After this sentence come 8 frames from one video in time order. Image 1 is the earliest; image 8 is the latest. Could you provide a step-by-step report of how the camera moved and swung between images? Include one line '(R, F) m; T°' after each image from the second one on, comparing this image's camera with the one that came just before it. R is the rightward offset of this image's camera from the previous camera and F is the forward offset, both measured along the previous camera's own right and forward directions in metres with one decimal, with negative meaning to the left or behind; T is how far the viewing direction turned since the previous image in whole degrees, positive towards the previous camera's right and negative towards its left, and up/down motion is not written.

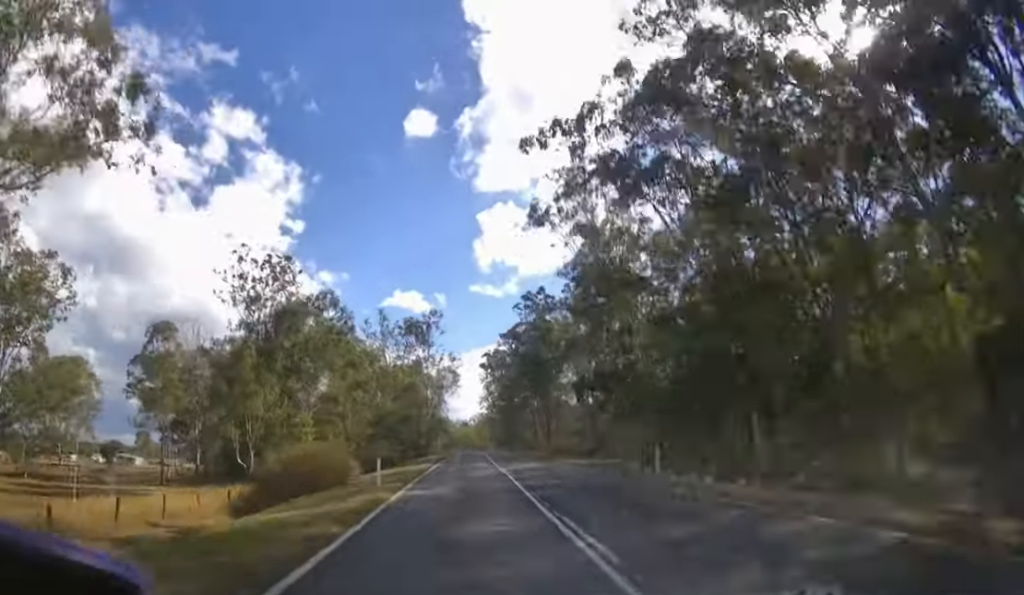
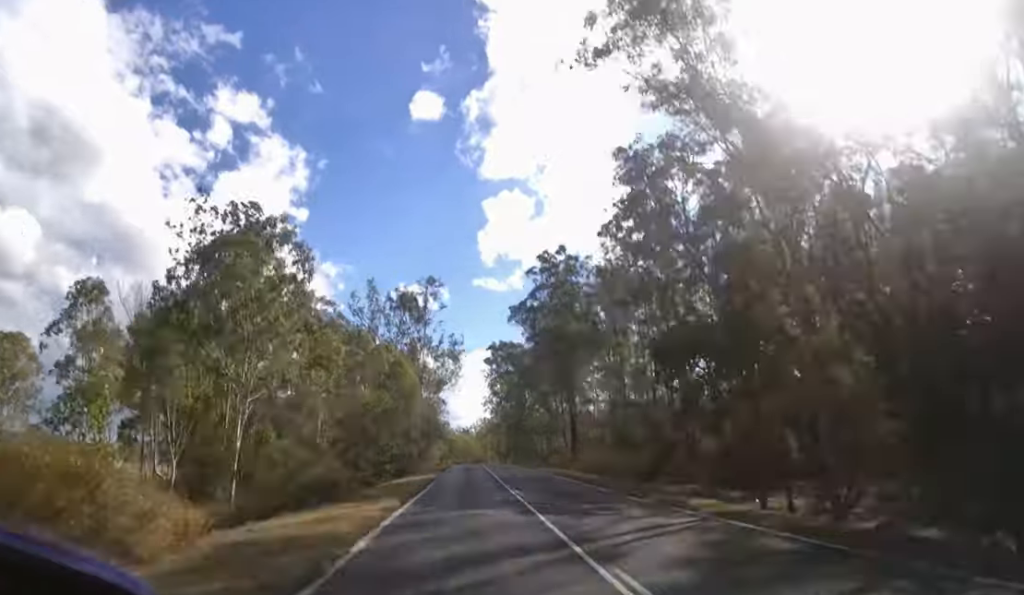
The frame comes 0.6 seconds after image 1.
(0.0, +17.3) m; 0°
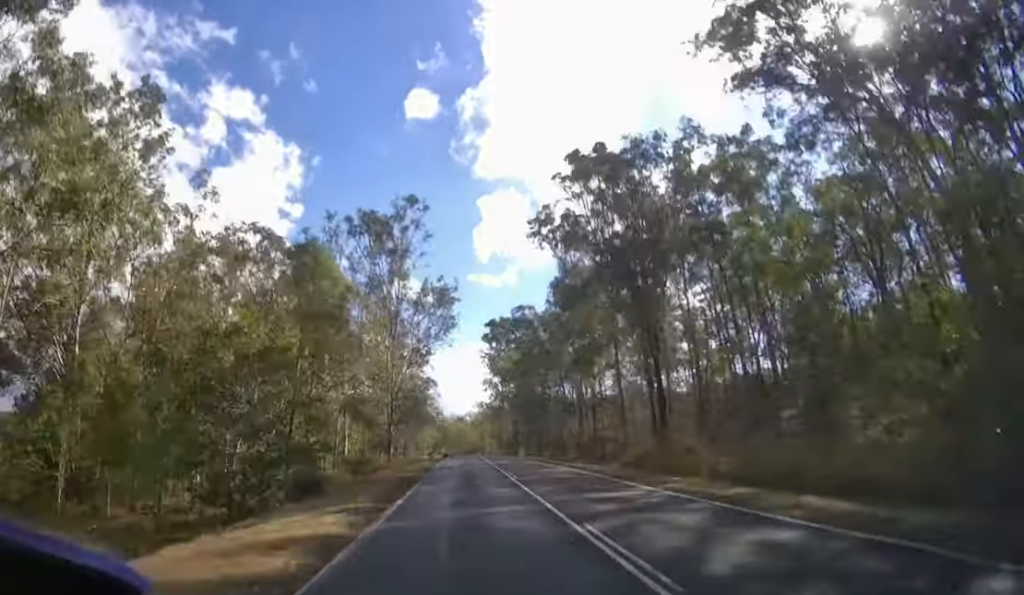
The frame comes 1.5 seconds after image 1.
(0.0, +24.6) m; 0°
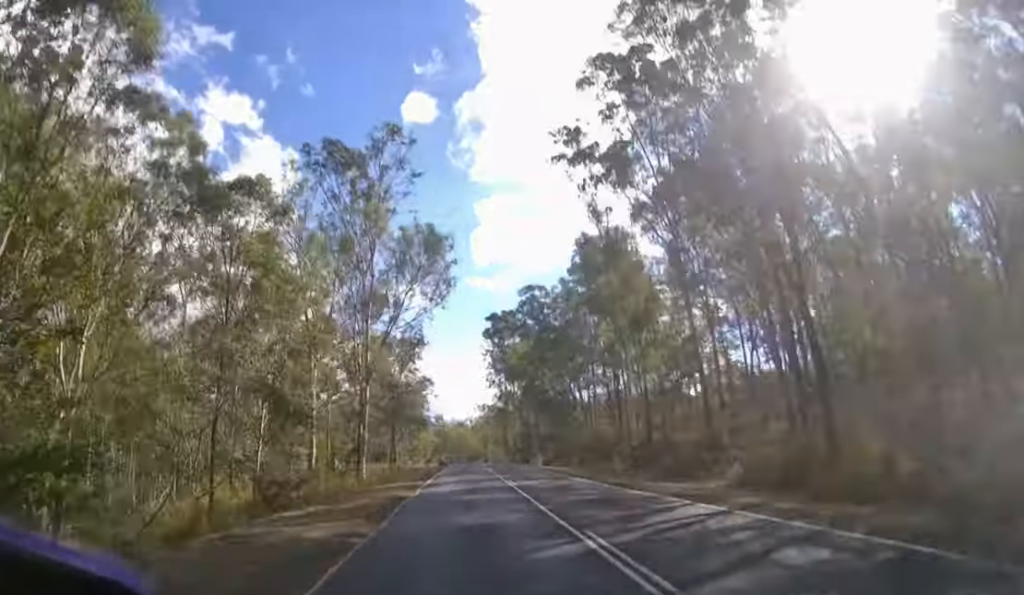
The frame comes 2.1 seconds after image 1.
(+0.1, +13.1) m; 0°
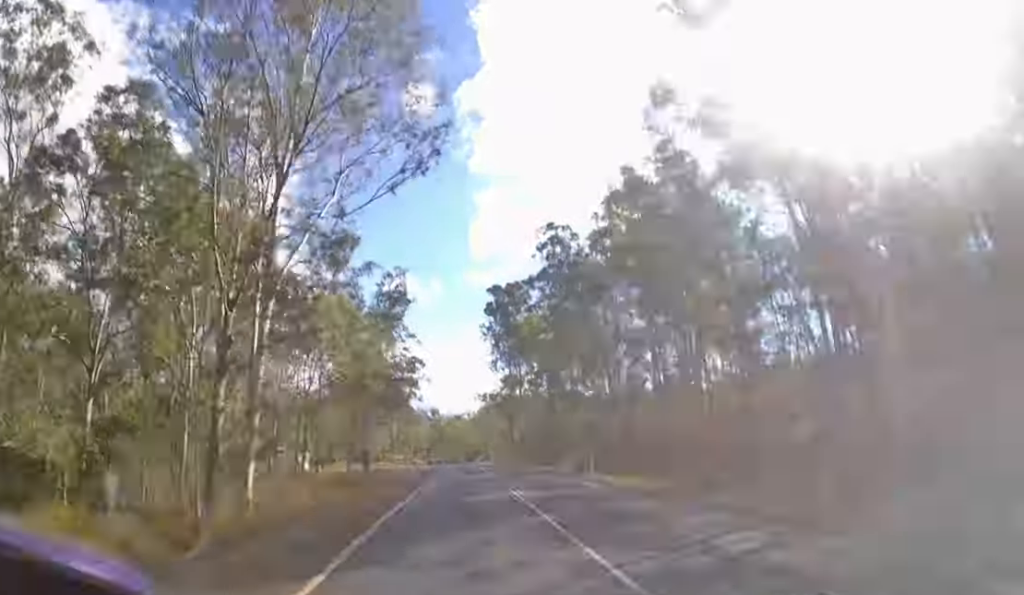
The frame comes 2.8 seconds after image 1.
(0.0, +16.7) m; 0°
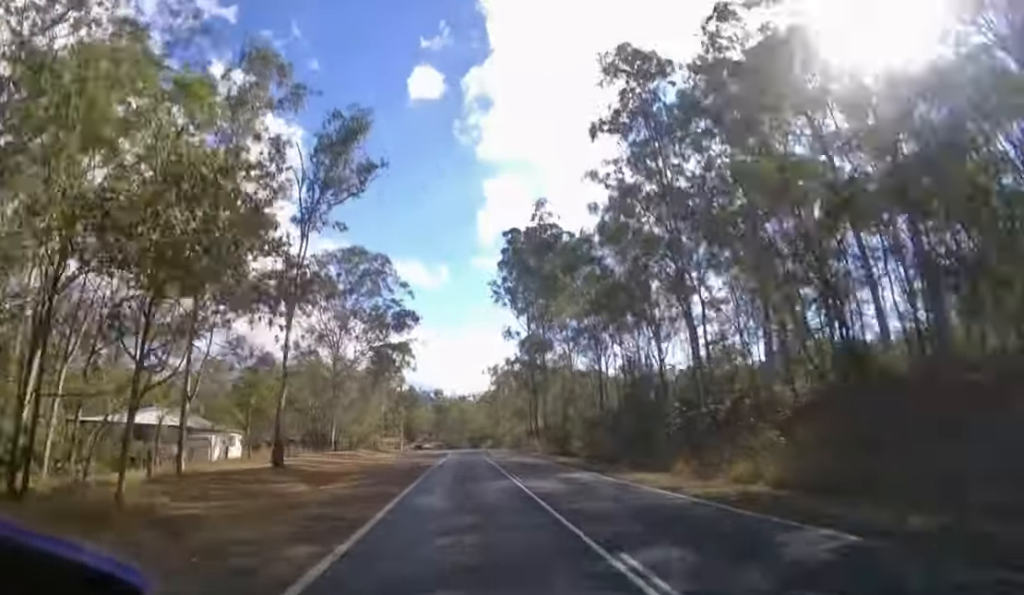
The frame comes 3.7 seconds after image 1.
(0.0, +21.5) m; 0°
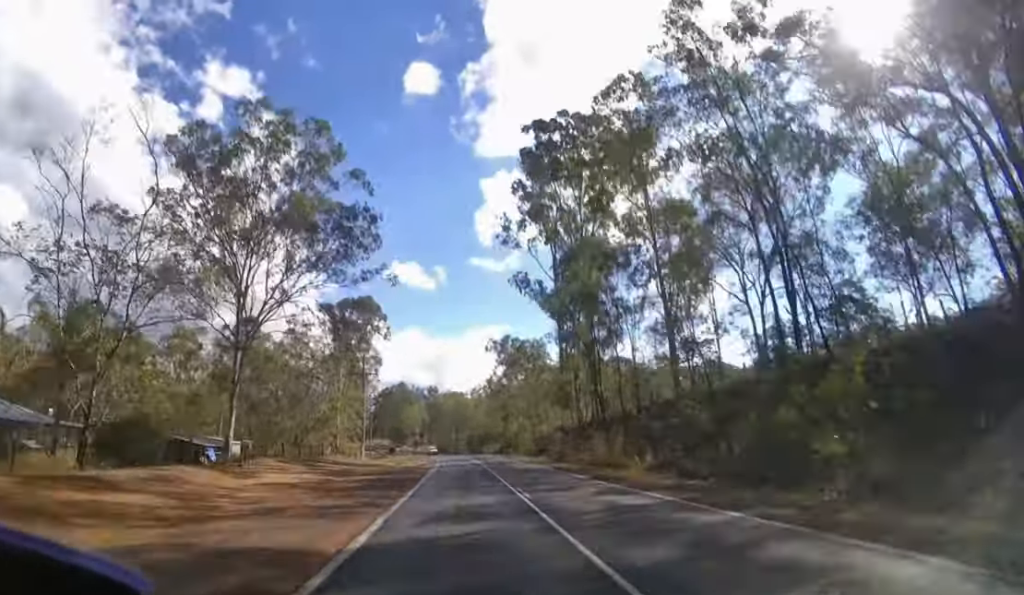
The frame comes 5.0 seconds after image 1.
(0.0, +25.0) m; 0°
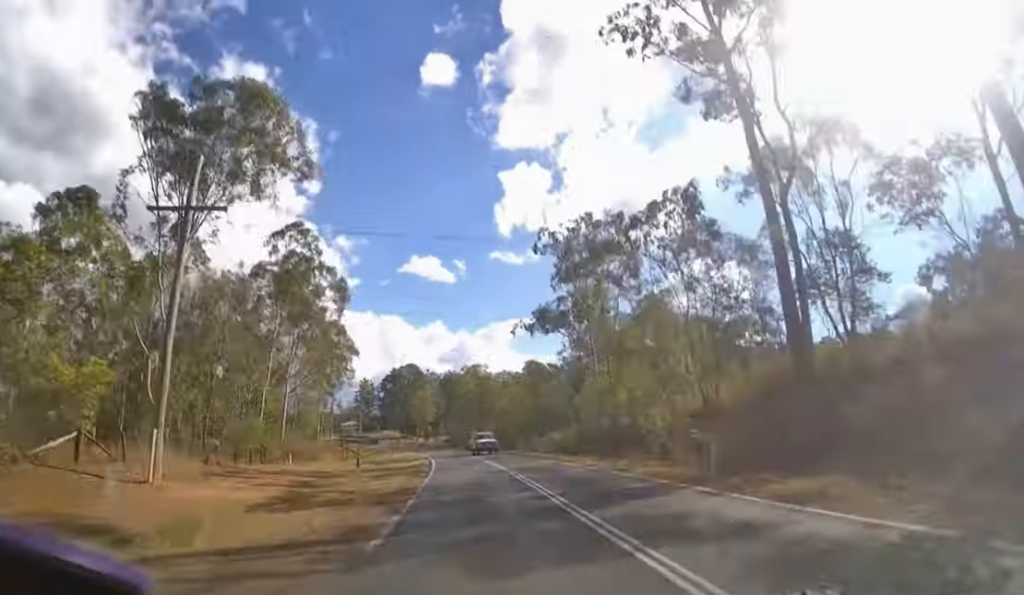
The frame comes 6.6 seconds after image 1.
(-0.2, +30.3) m; -1°
